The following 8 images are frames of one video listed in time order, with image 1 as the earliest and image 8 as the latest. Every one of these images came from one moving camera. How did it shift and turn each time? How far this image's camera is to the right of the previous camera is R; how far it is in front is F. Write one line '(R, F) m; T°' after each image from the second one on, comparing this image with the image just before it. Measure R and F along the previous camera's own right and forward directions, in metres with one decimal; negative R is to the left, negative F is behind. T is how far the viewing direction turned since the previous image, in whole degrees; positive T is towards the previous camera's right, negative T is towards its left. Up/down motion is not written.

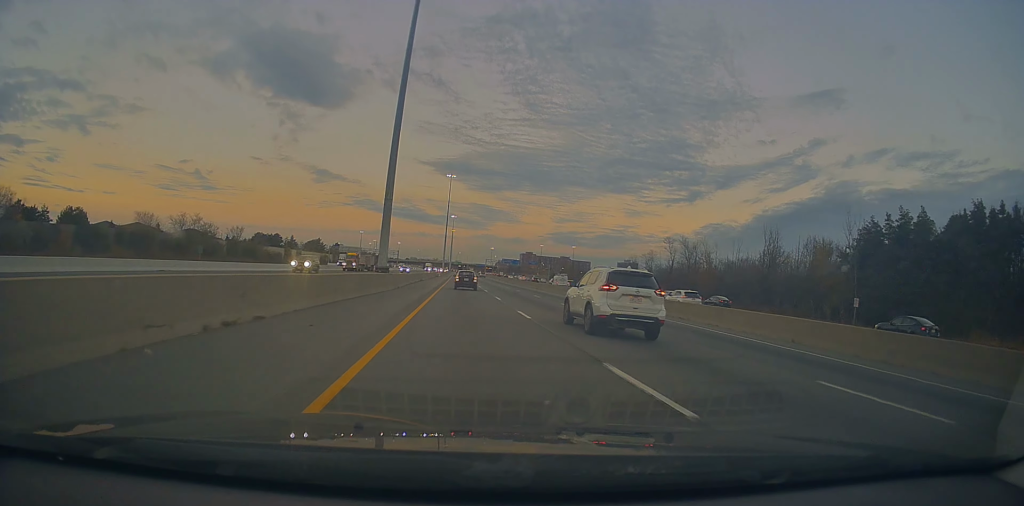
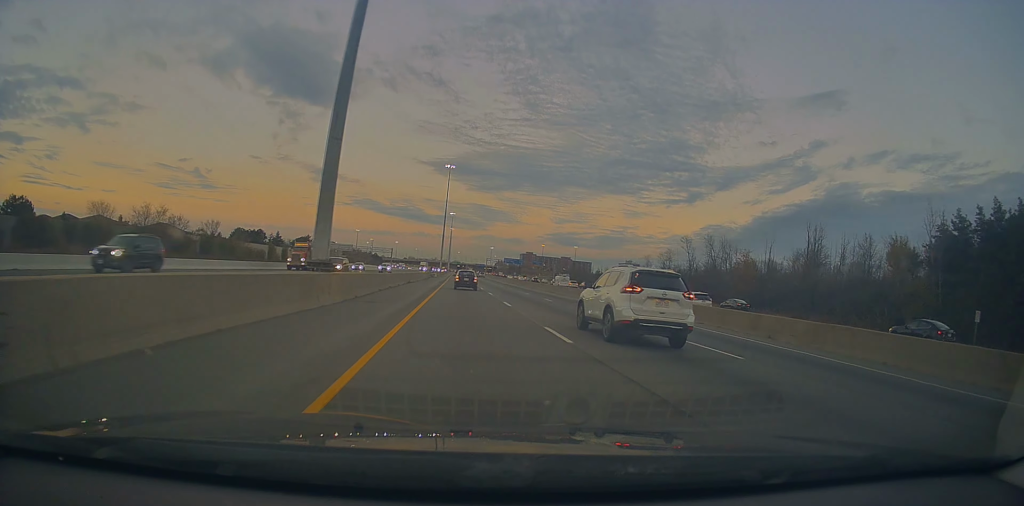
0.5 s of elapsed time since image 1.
(+0.4, +18.4) m; 0°
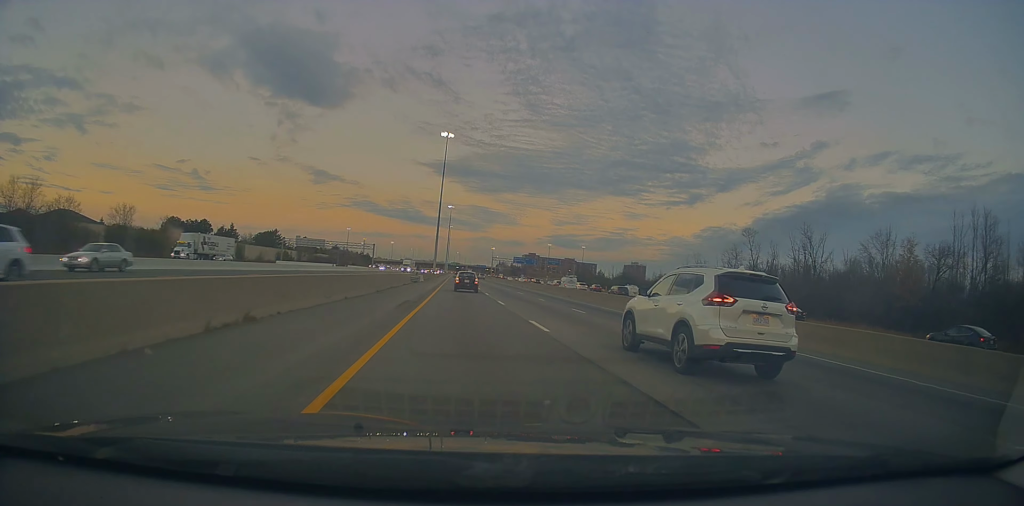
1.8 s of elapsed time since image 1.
(-0.6, +46.2) m; 0°
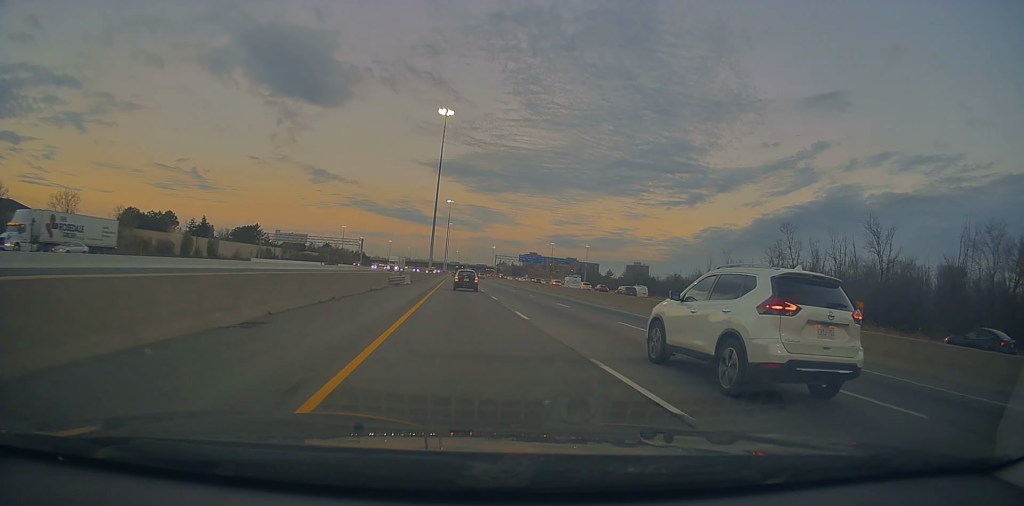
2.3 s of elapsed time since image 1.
(+0.3, +20.6) m; 0°
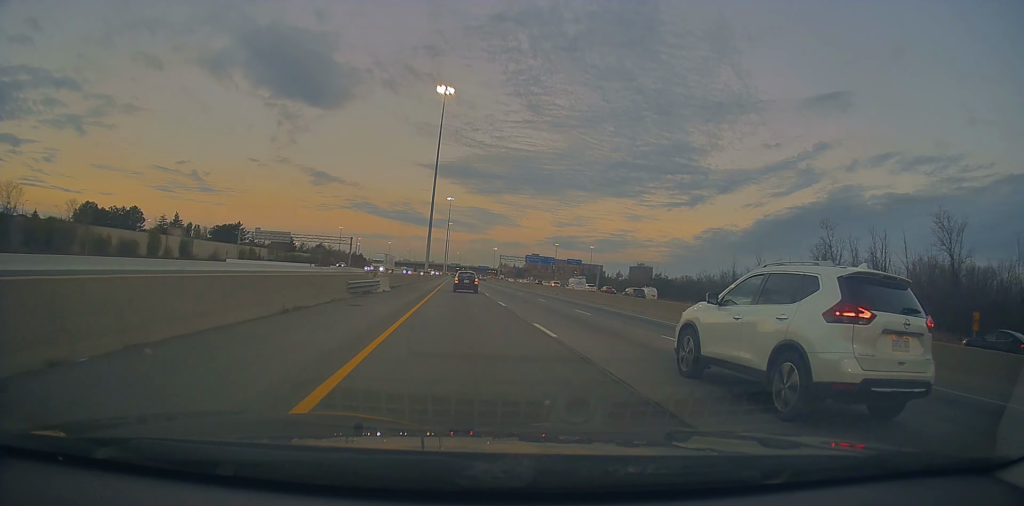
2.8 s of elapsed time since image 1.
(0.0, +17.0) m; 0°
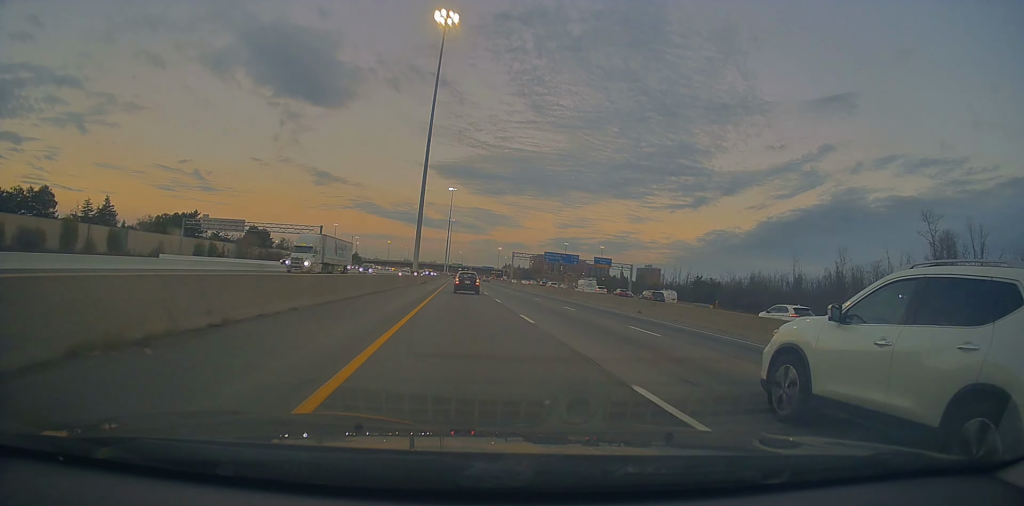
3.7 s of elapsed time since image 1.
(-0.2, +32.7) m; -1°
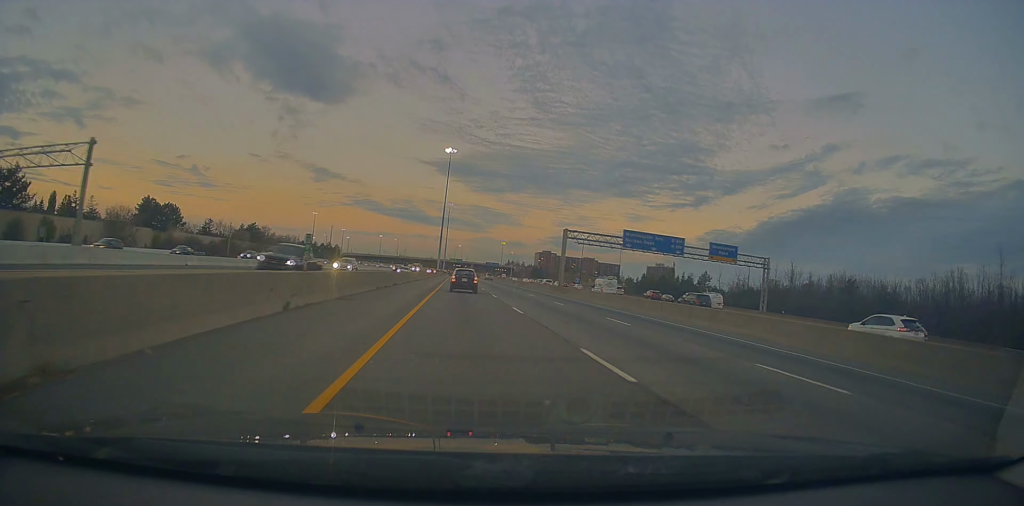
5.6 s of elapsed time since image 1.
(-0.2, +69.4) m; +1°
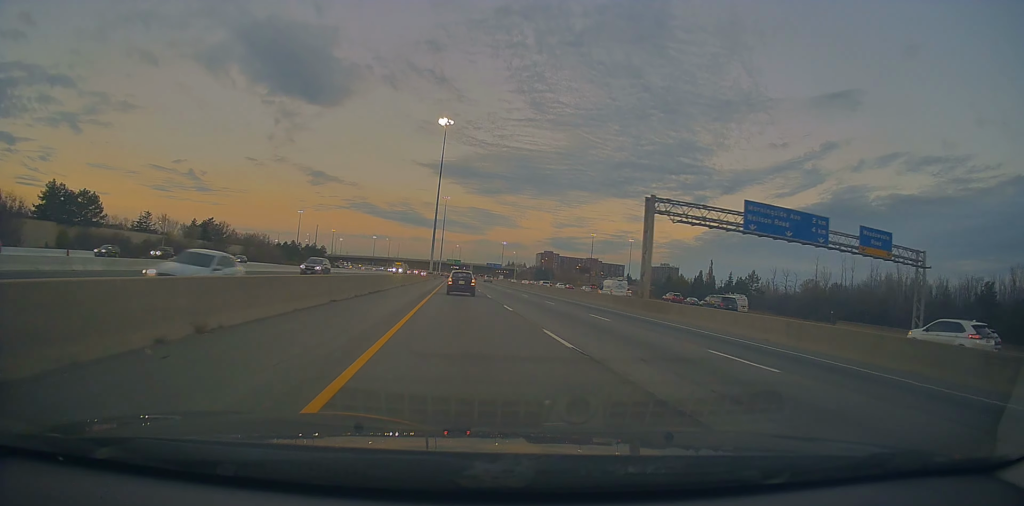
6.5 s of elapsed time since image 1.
(+0.6, +34.1) m; 0°
